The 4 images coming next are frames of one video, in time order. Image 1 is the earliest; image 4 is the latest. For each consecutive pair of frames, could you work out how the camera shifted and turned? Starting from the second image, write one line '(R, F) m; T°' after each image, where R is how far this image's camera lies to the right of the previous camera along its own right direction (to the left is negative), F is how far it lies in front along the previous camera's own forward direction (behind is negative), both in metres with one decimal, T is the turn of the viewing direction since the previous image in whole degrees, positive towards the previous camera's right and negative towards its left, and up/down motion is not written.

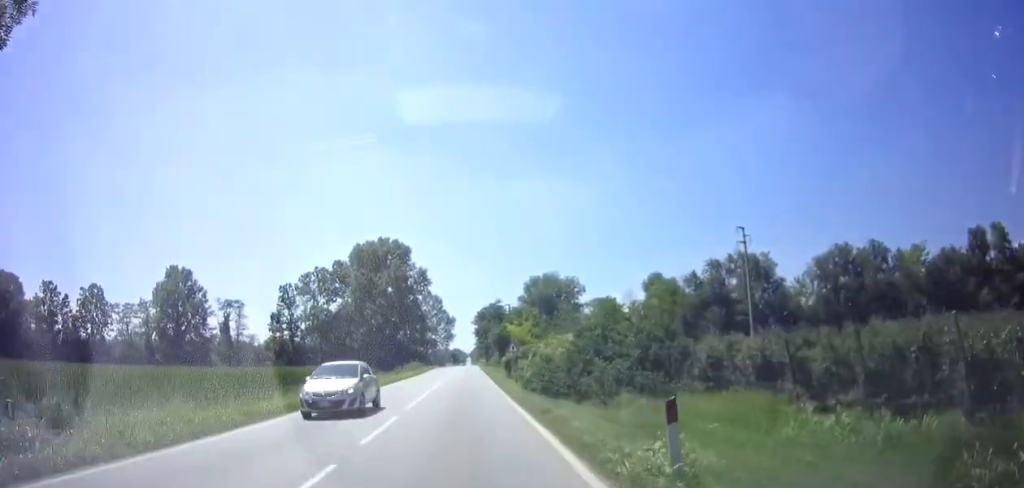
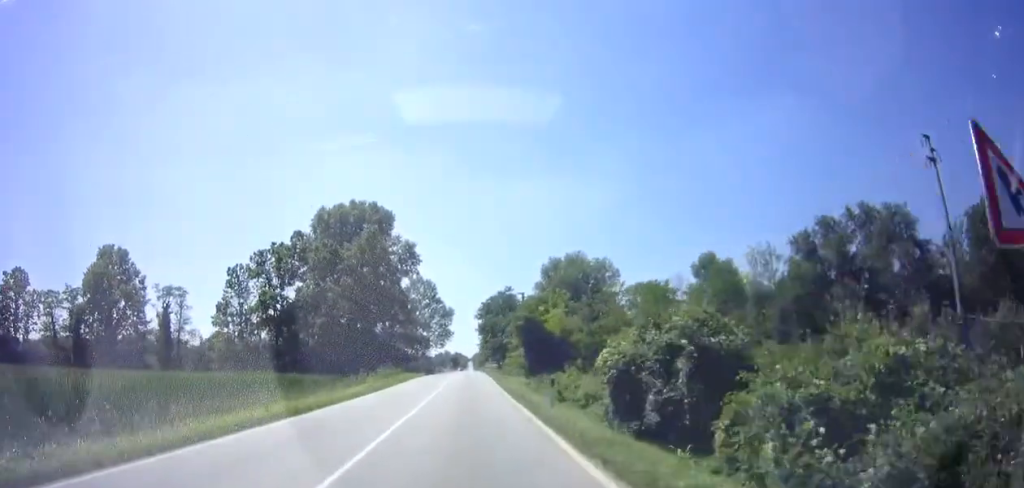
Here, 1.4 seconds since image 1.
(+0.2, +28.1) m; 0°
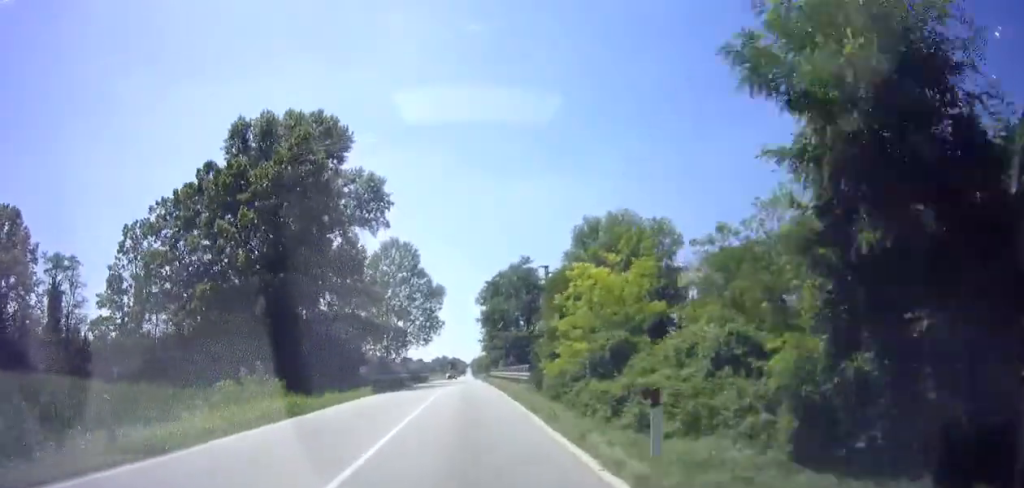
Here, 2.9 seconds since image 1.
(+0.1, +31.5) m; 0°
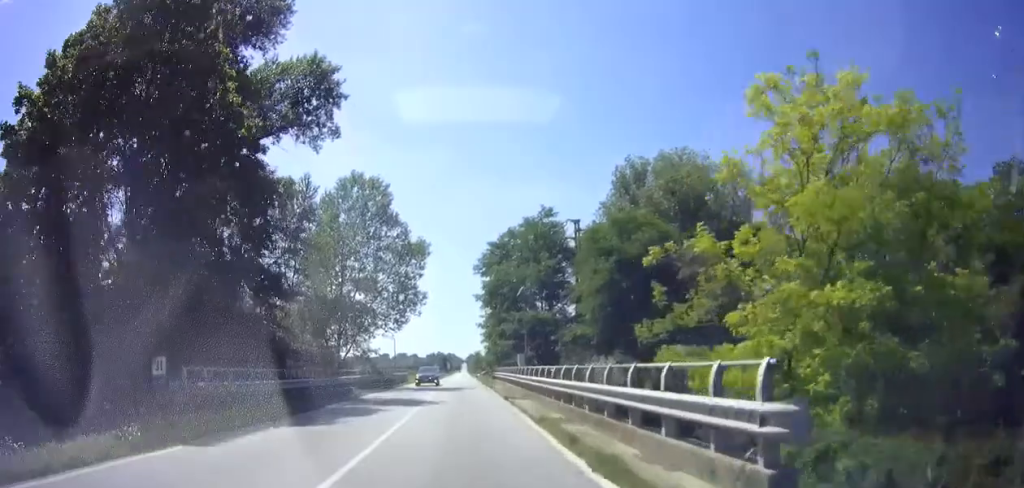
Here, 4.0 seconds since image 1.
(-0.3, +20.2) m; -1°
